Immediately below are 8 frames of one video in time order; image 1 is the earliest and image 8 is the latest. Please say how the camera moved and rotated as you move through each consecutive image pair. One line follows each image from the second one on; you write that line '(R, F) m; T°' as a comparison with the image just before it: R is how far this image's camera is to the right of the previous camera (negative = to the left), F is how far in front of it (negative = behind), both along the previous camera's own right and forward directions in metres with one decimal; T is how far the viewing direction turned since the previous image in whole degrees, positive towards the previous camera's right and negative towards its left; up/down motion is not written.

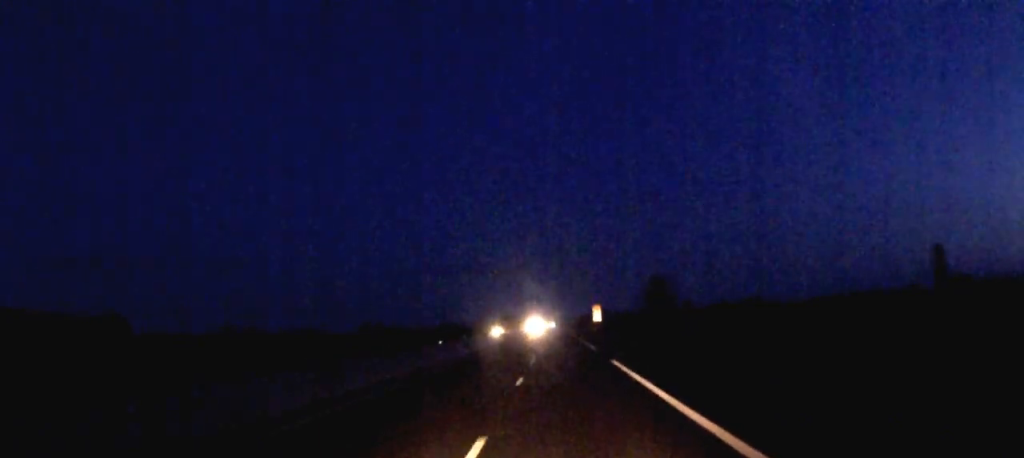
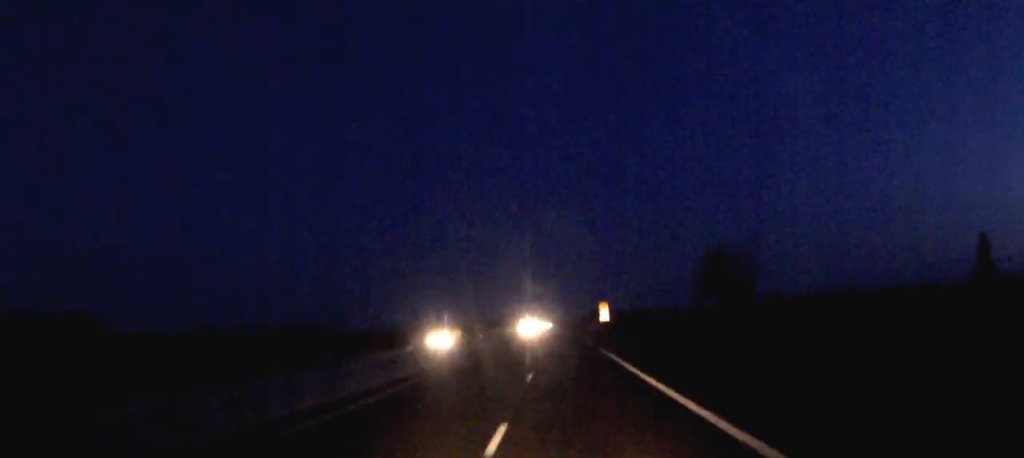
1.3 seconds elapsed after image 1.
(0.0, +37.5) m; 0°
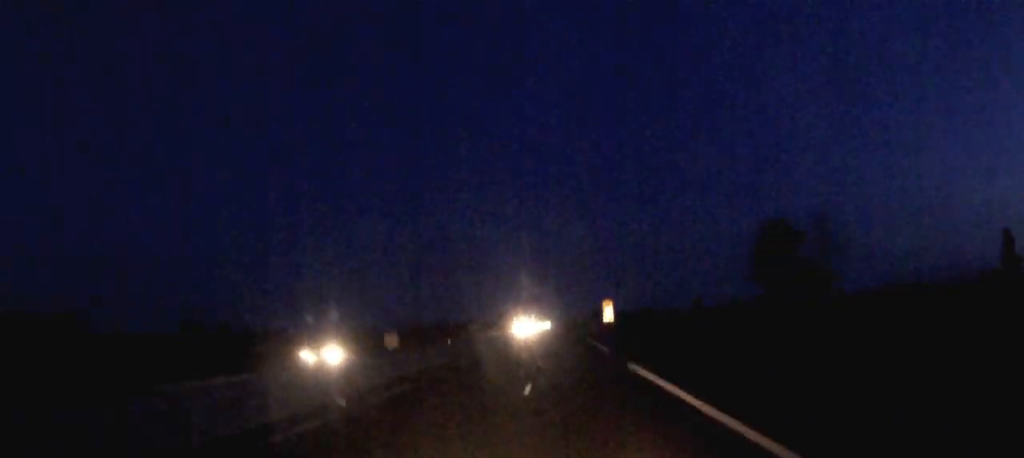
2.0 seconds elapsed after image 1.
(0.0, +17.8) m; 0°
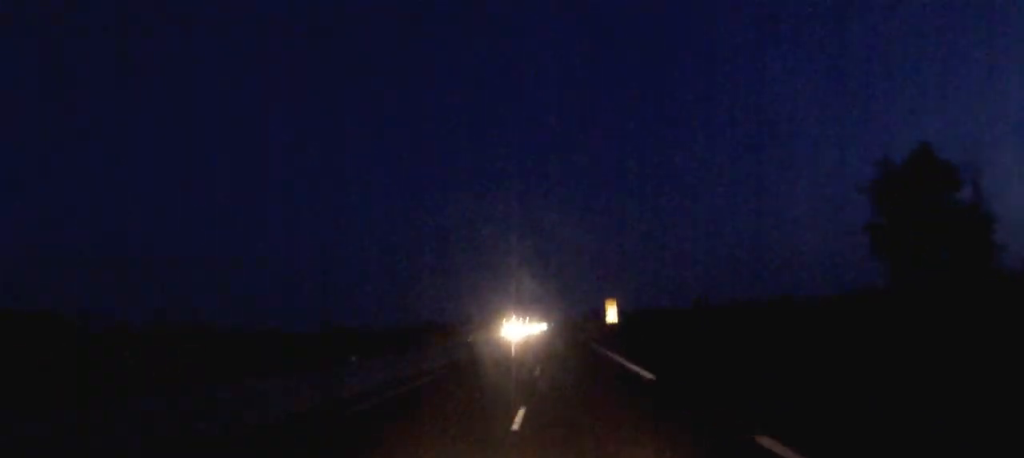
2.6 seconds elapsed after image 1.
(0.0, +18.8) m; 0°
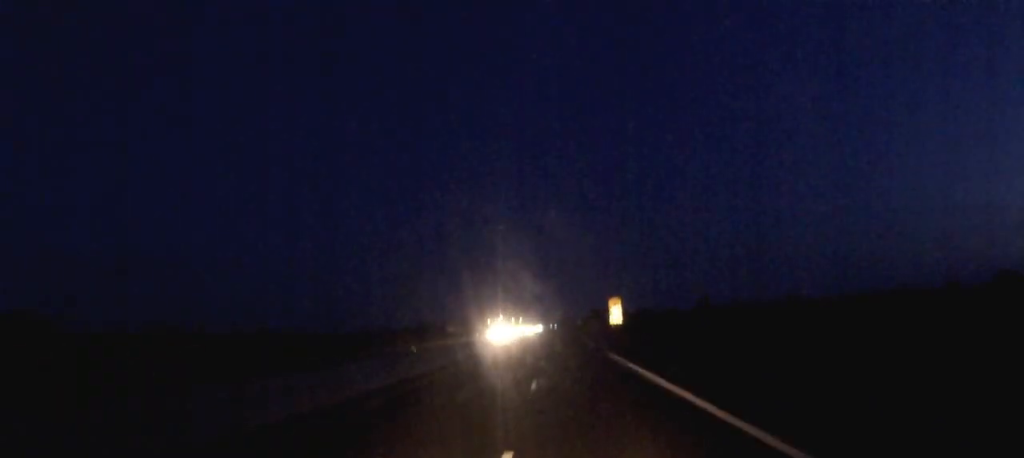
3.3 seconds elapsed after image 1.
(0.0, +18.8) m; 0°
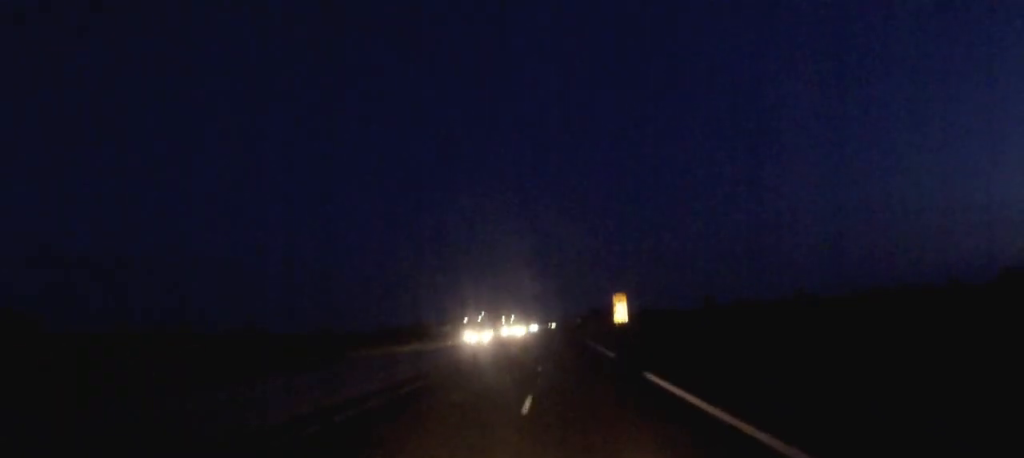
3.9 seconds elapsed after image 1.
(0.0, +17.9) m; 0°
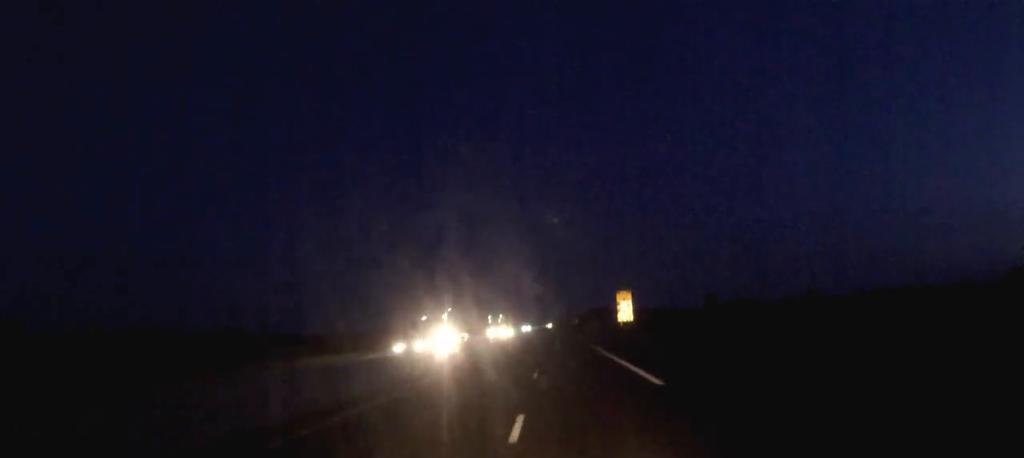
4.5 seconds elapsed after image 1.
(0.0, +17.0) m; 0°
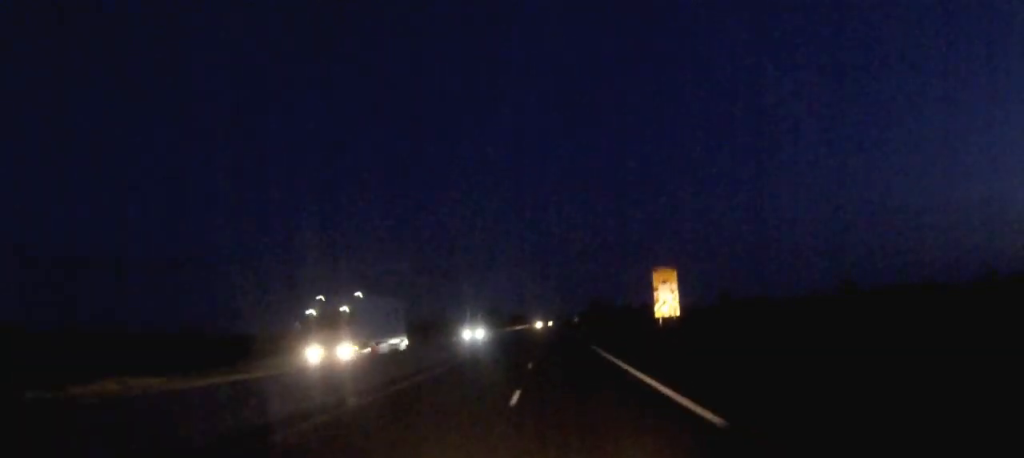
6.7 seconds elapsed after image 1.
(+0.2, +60.3) m; 0°
